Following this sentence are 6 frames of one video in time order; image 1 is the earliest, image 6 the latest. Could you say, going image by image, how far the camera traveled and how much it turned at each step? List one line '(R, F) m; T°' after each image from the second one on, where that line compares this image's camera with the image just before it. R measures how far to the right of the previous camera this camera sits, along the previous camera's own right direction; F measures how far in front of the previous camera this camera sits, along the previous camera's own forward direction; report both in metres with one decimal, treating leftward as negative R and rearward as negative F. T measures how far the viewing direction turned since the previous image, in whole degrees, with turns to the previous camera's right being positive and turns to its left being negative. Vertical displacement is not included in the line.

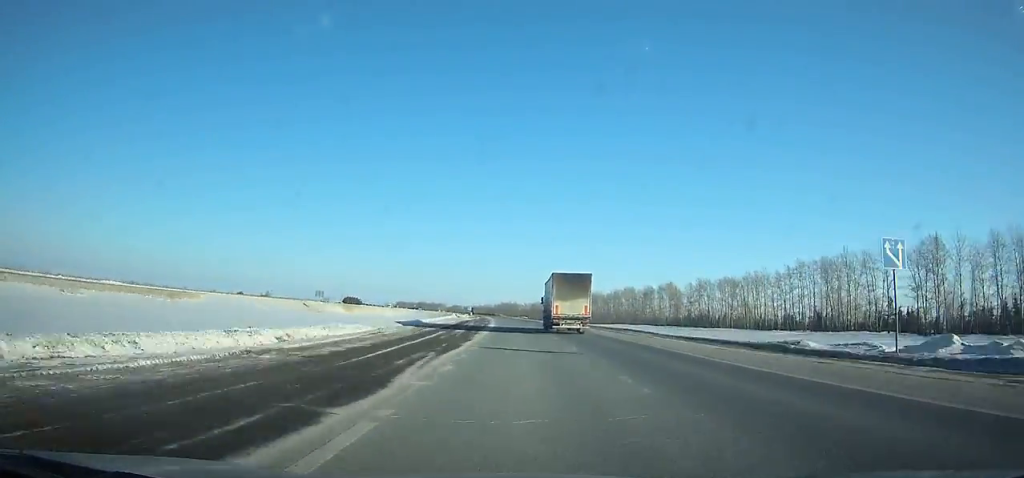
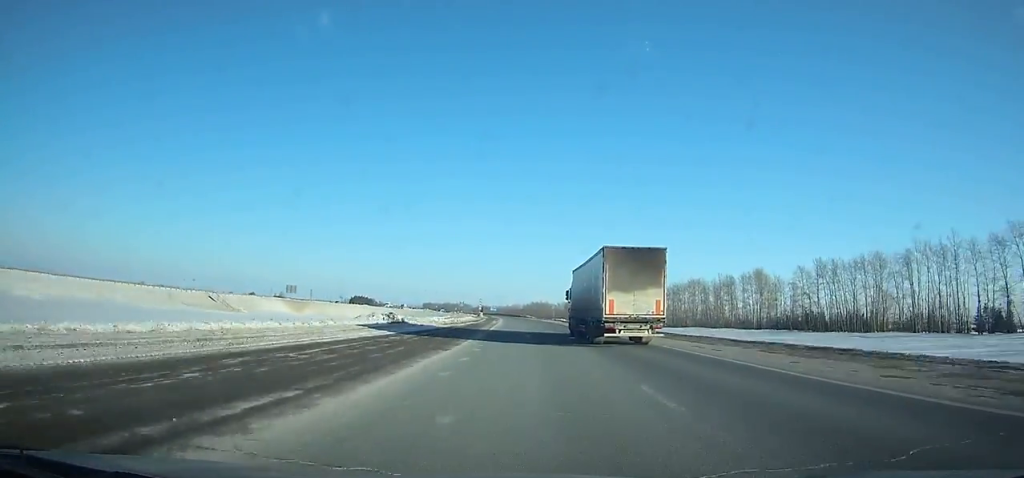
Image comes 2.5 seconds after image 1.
(-1.3, +73.2) m; -2°
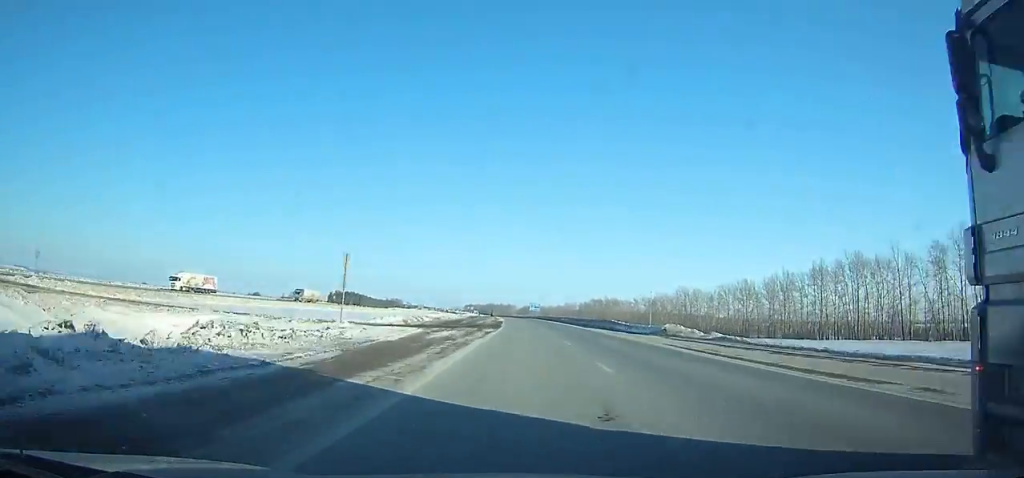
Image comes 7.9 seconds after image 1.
(-7.5, +160.9) m; -5°
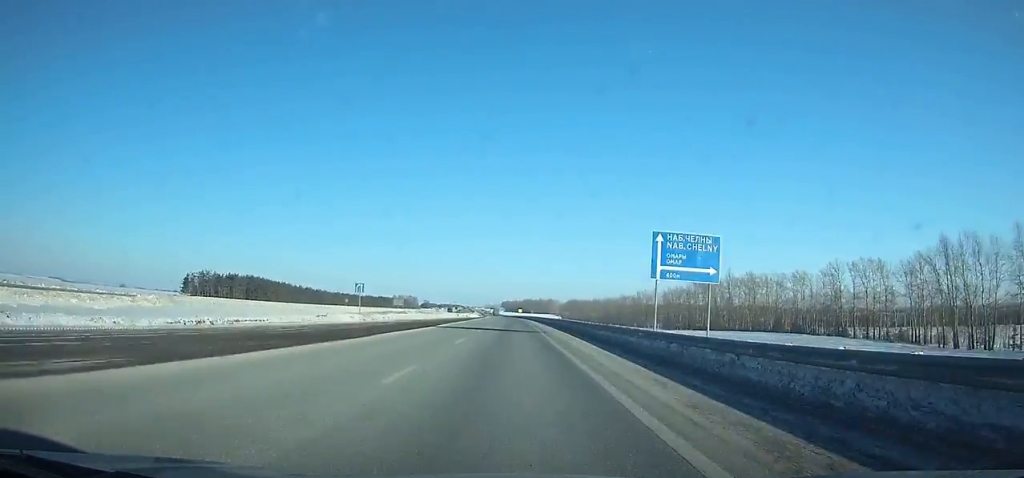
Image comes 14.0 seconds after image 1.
(-6.7, +185.9) m; -5°
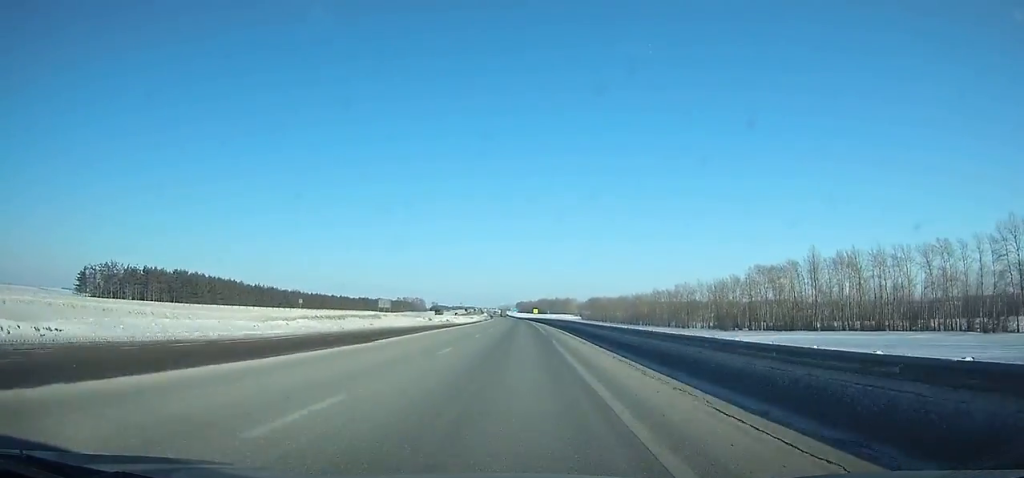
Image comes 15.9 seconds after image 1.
(-0.9, +58.2) m; -2°
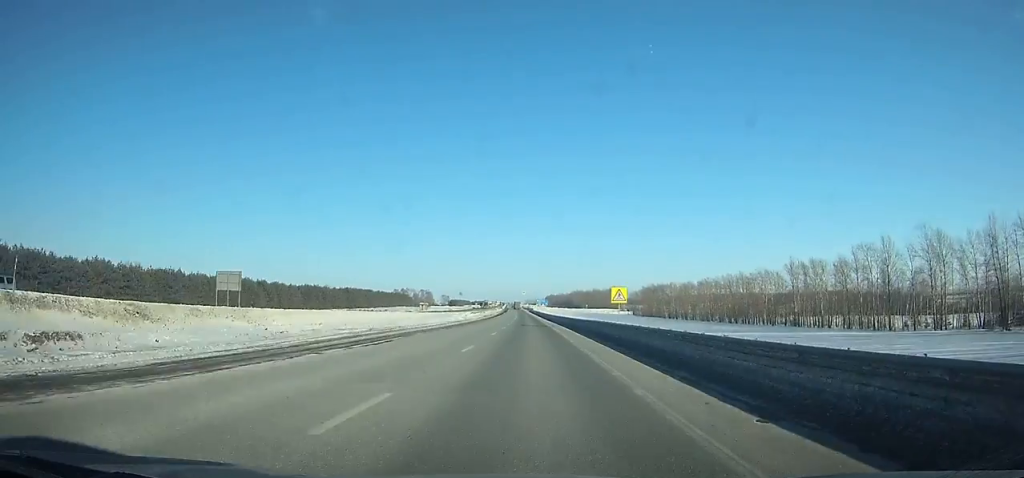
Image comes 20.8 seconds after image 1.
(-4.2, +144.5) m; -3°
